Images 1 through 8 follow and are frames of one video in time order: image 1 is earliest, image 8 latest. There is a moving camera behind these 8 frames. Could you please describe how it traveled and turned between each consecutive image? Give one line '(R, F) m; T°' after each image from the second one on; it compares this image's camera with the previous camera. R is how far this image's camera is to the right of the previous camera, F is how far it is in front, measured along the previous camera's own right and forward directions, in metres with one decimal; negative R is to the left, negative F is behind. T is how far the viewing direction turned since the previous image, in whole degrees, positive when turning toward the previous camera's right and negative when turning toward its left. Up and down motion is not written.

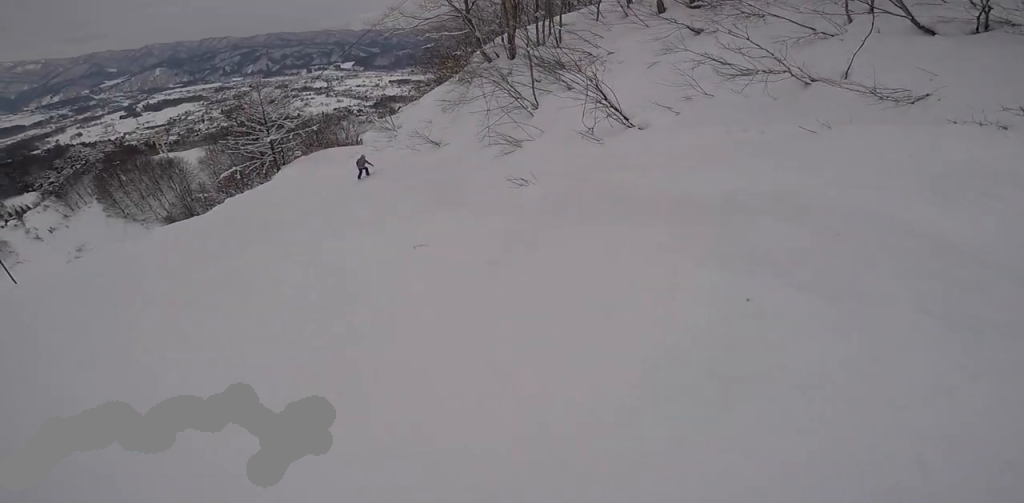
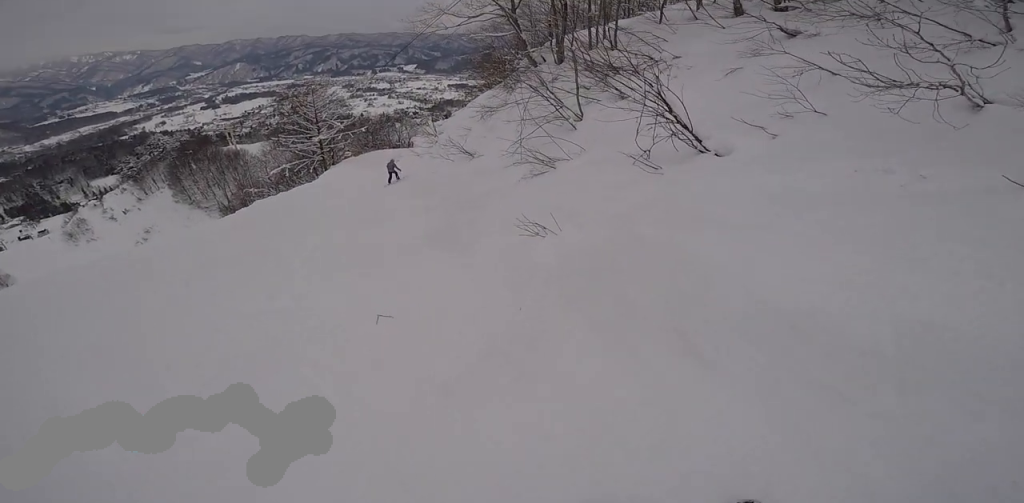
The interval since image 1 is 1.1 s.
(+1.0, +2.5) m; -13°
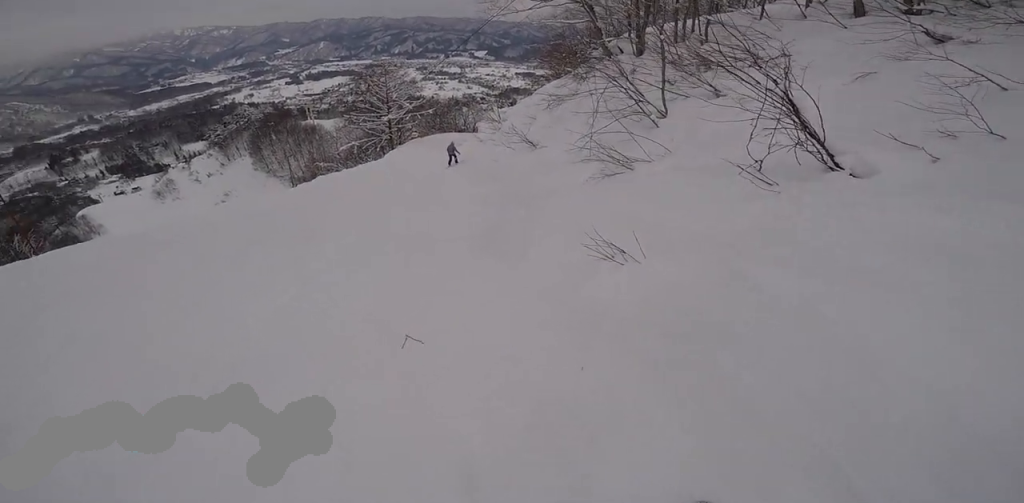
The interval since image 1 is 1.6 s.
(-0.8, +1.3) m; -22°
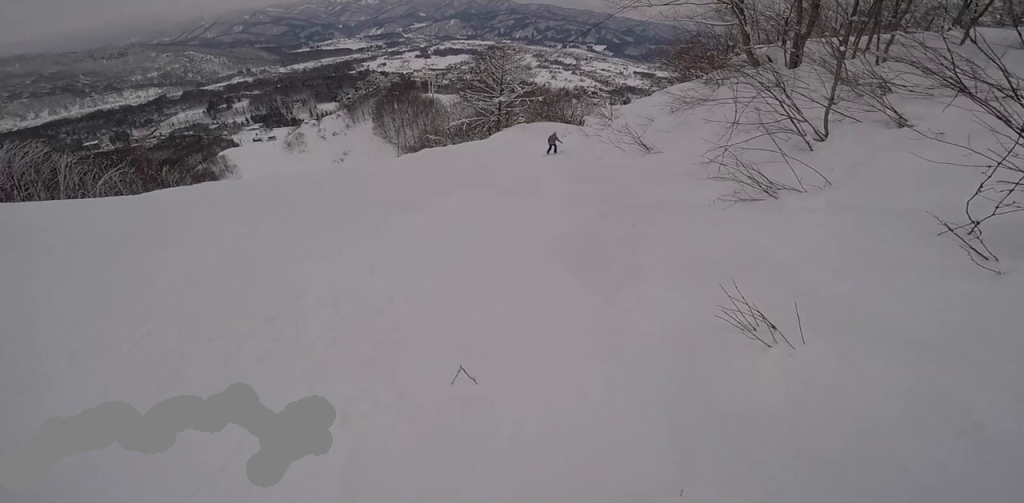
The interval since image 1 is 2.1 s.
(-0.2, +1.3) m; -15°
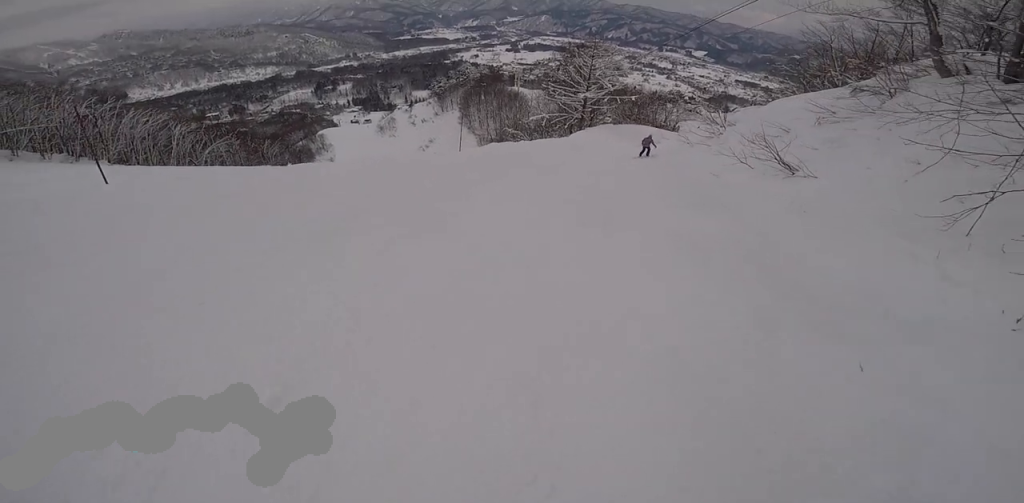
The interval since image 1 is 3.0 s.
(-0.2, +3.3) m; -3°
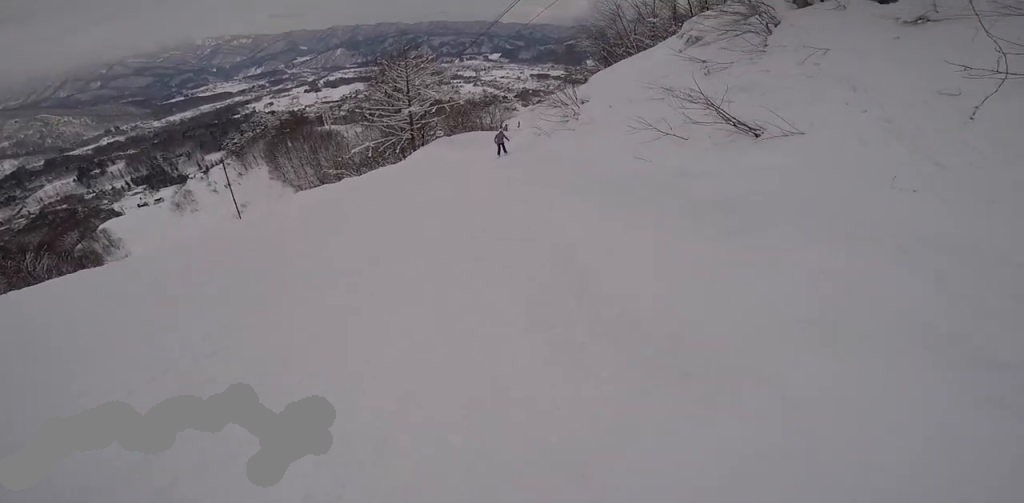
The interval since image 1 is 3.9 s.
(0.0, +3.3) m; +14°
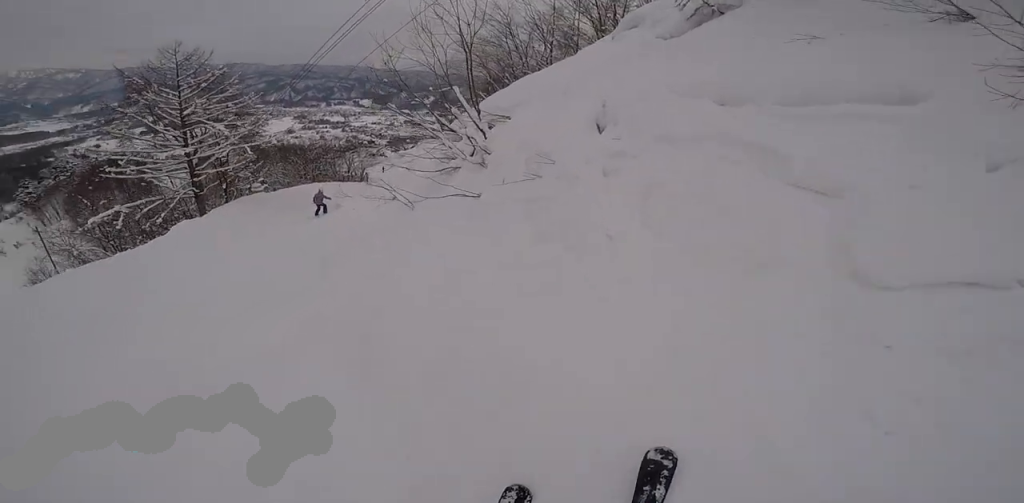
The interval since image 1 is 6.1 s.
(+2.0, +9.4) m; +8°
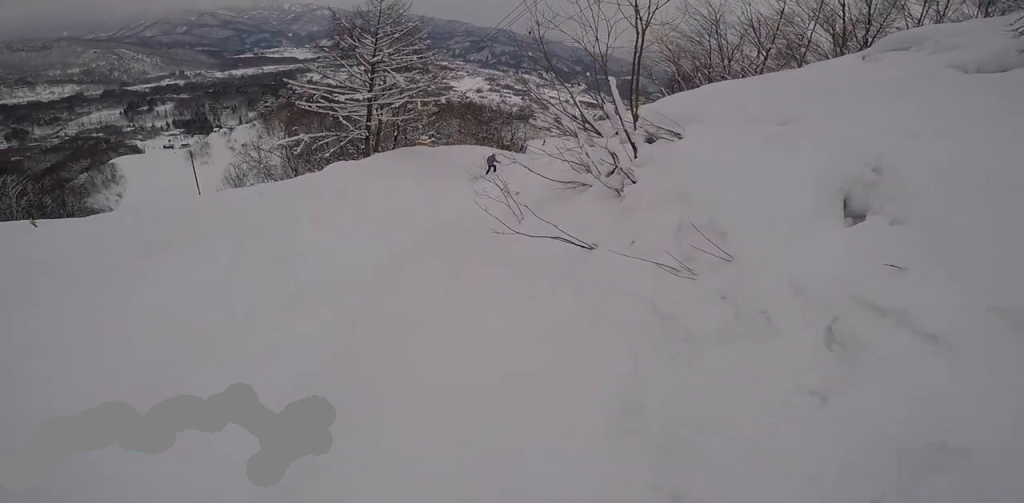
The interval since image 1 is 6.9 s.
(0.0, +3.7) m; -10°
